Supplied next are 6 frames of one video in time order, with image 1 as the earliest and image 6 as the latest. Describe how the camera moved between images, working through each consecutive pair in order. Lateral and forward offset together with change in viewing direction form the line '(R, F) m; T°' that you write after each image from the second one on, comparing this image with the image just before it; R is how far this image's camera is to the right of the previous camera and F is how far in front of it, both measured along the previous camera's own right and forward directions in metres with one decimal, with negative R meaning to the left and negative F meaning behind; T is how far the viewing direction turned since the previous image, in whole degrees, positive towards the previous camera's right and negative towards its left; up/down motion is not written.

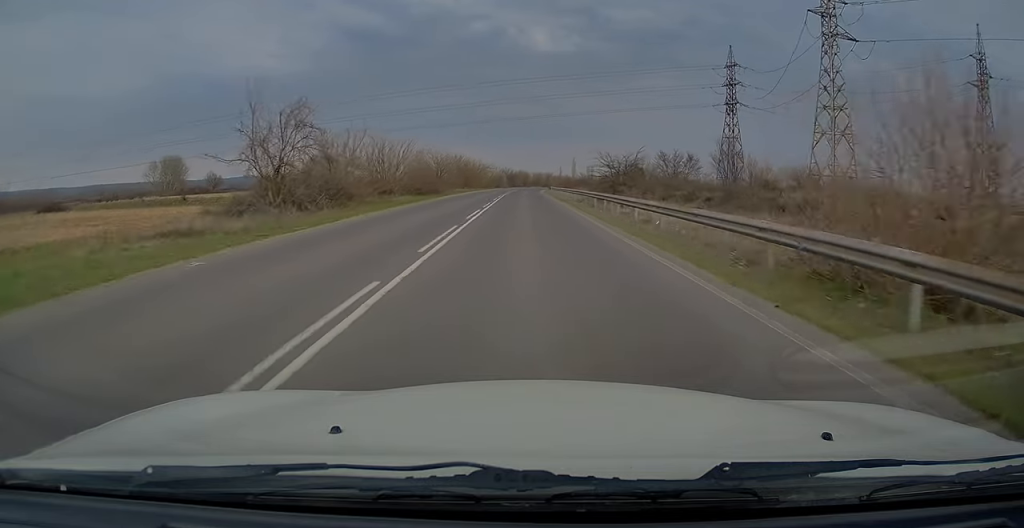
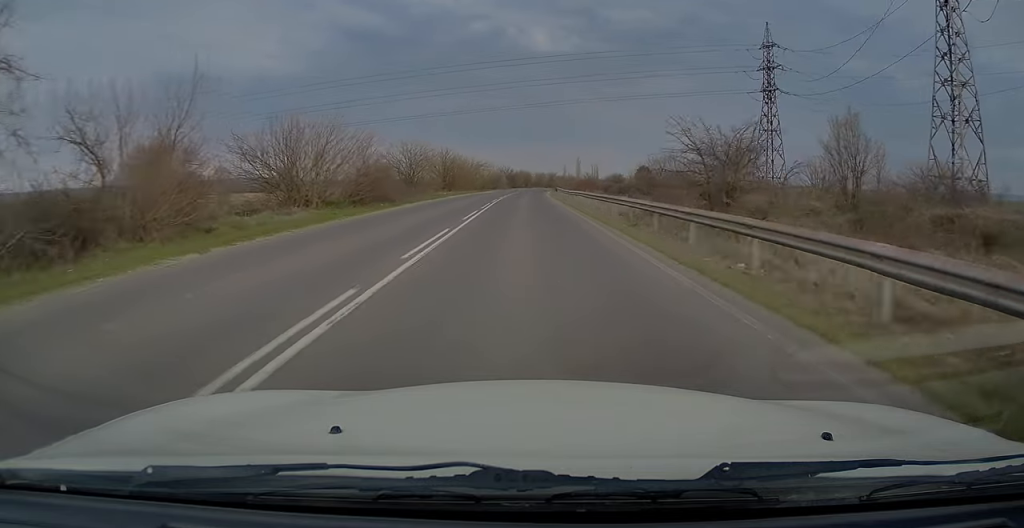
(0.0, +18.6) m; 0°
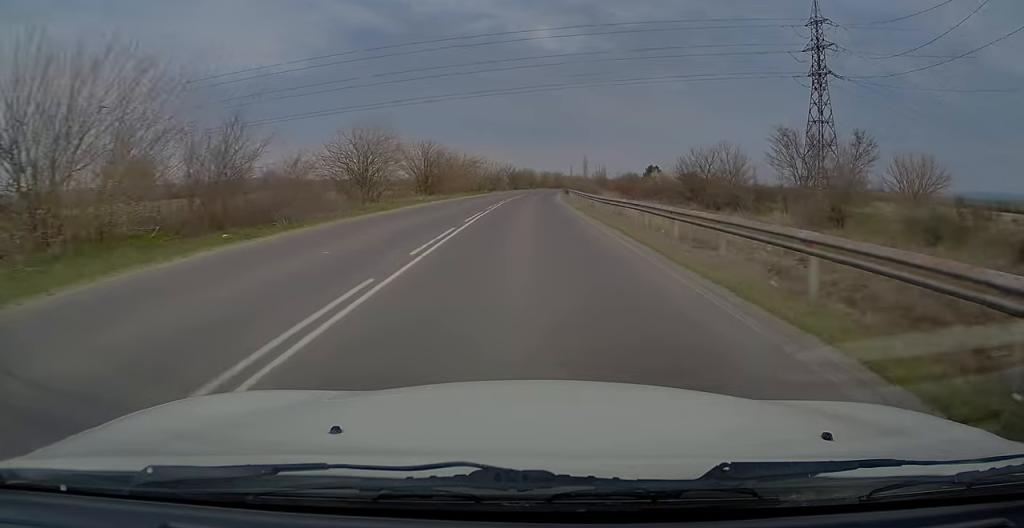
(-0.1, +17.2) m; 0°
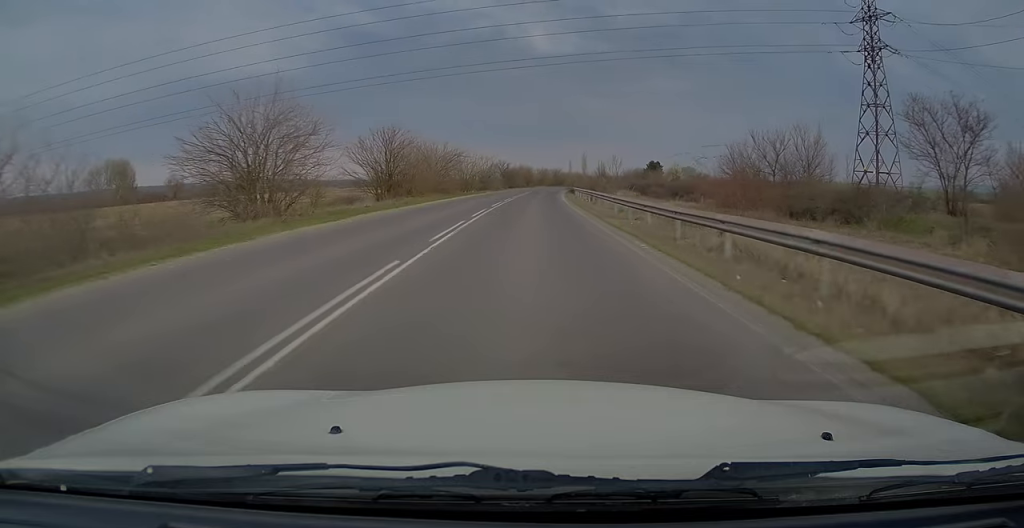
(-0.1, +15.6) m; 0°
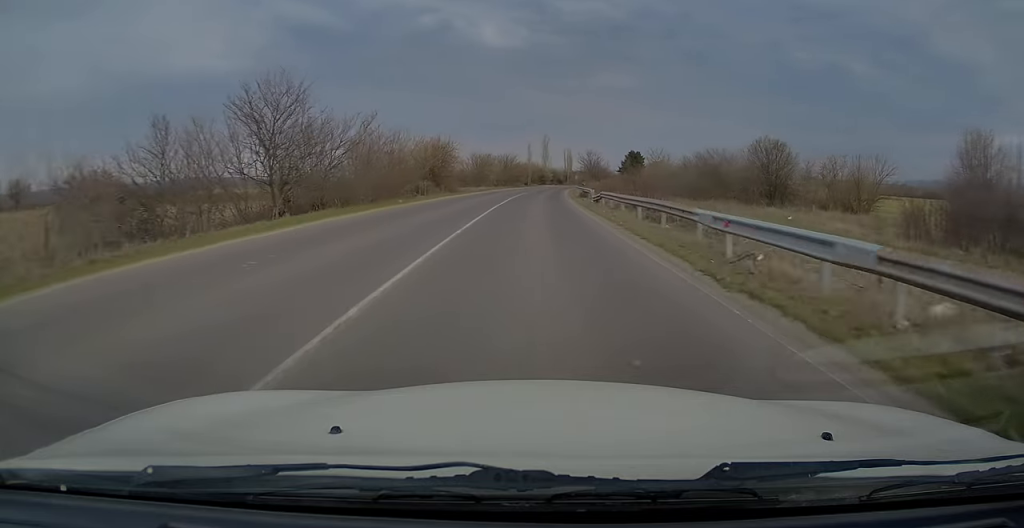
(+3.2, +93.0) m; +4°
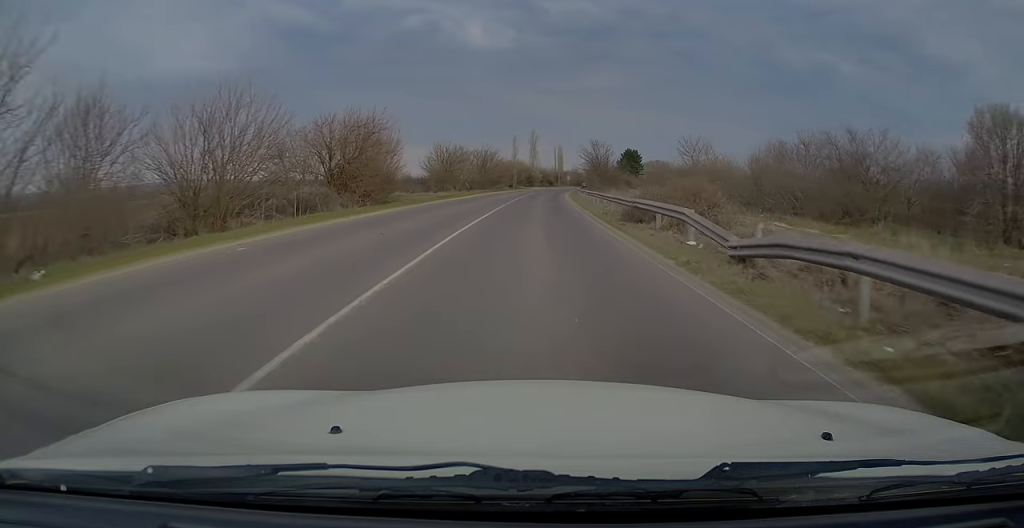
(+0.3, +26.1) m; +2°
